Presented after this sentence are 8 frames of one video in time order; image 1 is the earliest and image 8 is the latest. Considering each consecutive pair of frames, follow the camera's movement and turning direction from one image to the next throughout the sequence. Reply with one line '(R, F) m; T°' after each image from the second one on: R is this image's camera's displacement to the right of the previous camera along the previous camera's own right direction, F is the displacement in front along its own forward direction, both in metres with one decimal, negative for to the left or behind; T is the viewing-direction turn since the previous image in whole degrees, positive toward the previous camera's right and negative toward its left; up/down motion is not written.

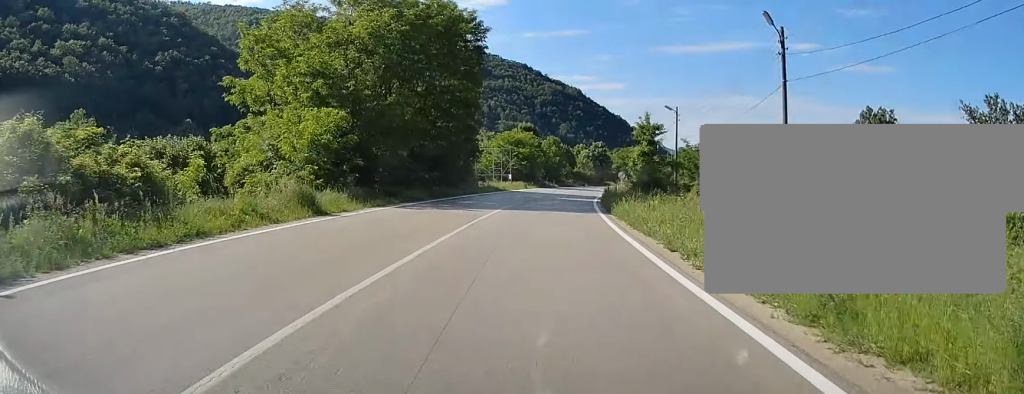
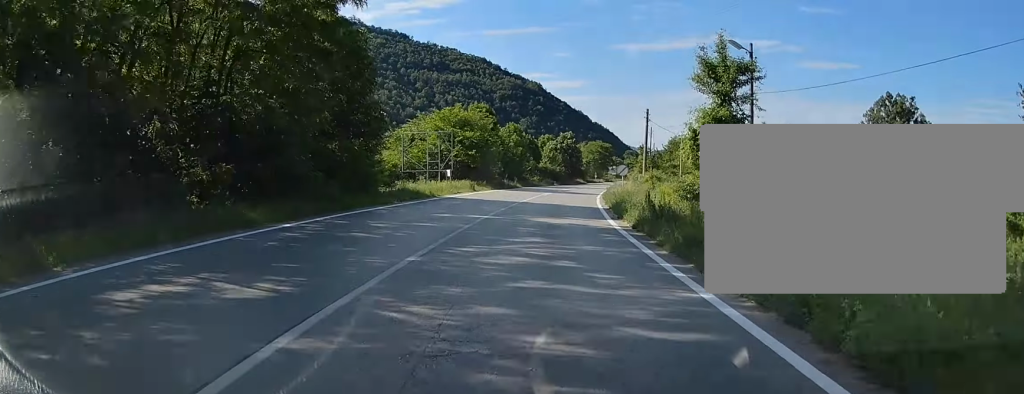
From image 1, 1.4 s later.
(+0.3, +25.7) m; +3°
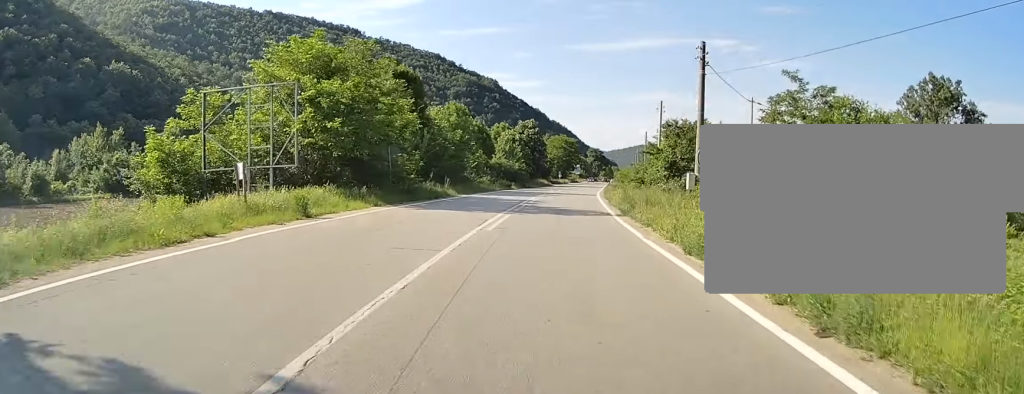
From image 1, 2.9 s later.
(+1.5, +29.7) m; +5°
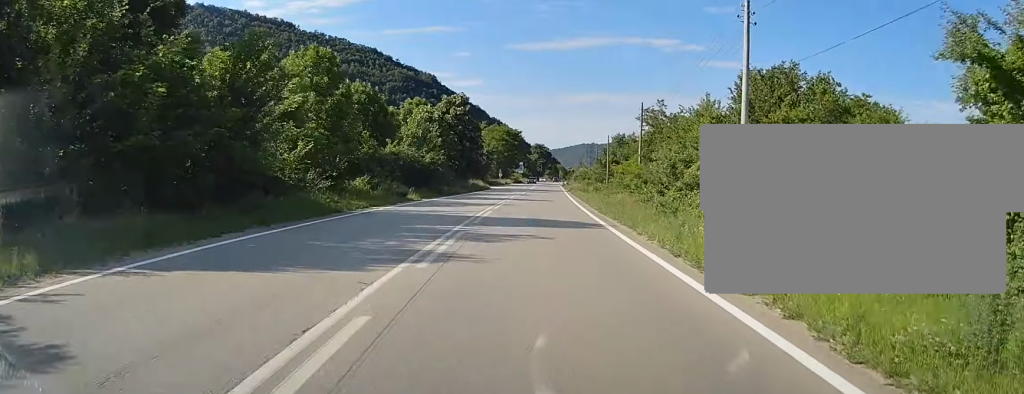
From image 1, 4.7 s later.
(+1.2, +33.2) m; +4°
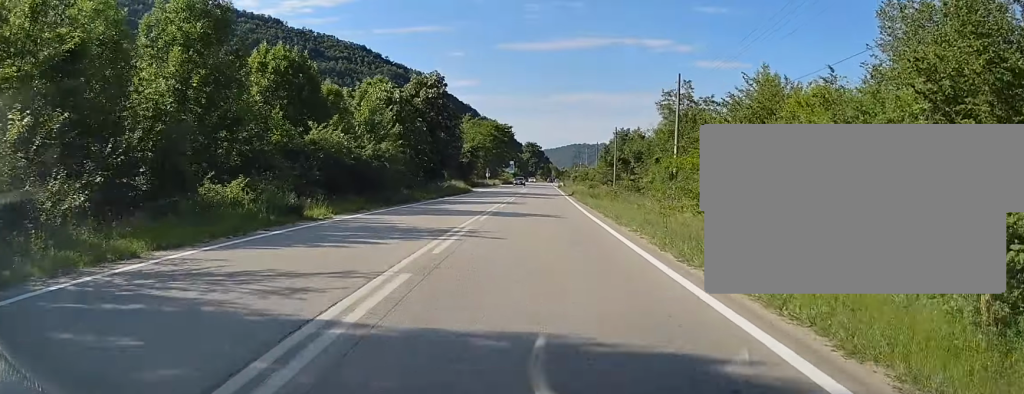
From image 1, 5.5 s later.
(+0.3, +15.4) m; +2°
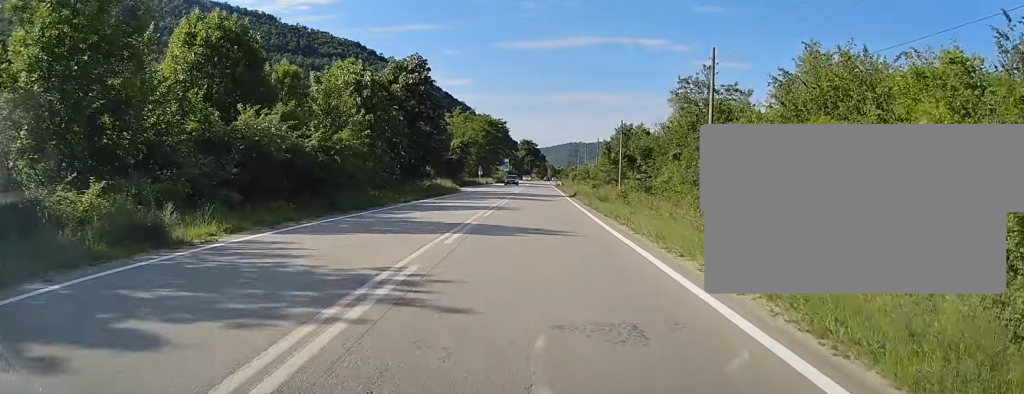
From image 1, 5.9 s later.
(+0.1, +7.7) m; 0°
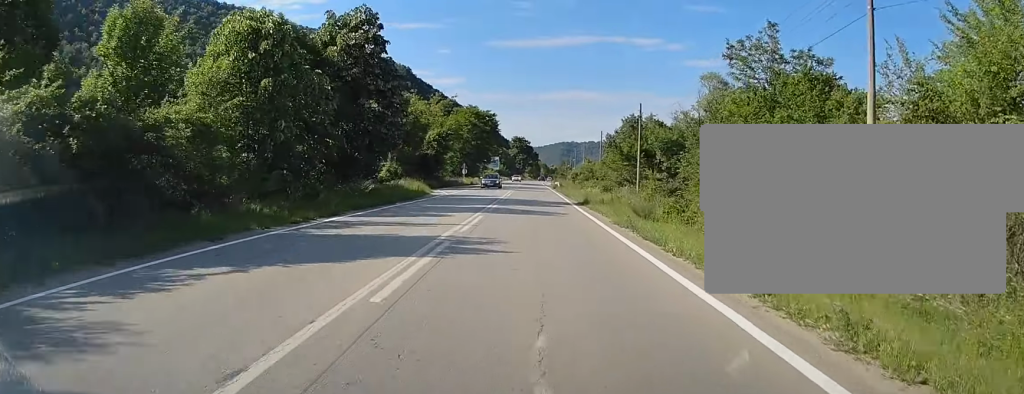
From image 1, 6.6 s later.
(+0.1, +14.9) m; 0°
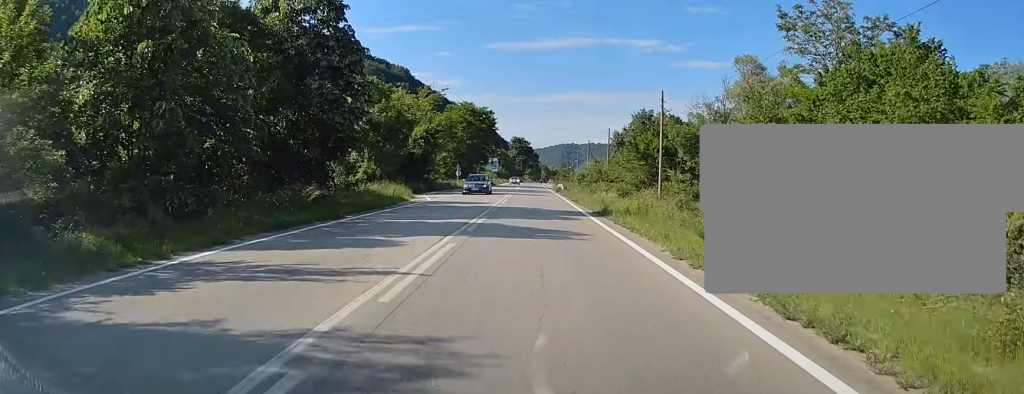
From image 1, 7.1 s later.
(0.0, +8.4) m; 0°
